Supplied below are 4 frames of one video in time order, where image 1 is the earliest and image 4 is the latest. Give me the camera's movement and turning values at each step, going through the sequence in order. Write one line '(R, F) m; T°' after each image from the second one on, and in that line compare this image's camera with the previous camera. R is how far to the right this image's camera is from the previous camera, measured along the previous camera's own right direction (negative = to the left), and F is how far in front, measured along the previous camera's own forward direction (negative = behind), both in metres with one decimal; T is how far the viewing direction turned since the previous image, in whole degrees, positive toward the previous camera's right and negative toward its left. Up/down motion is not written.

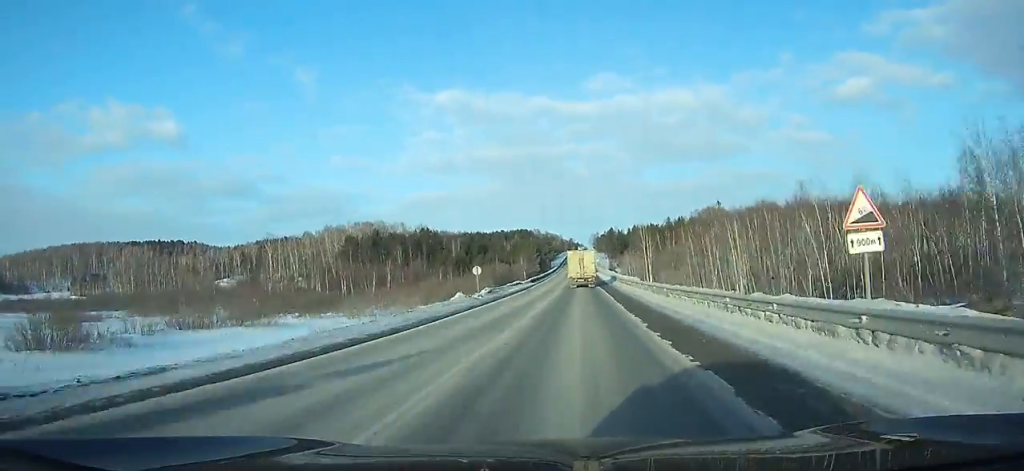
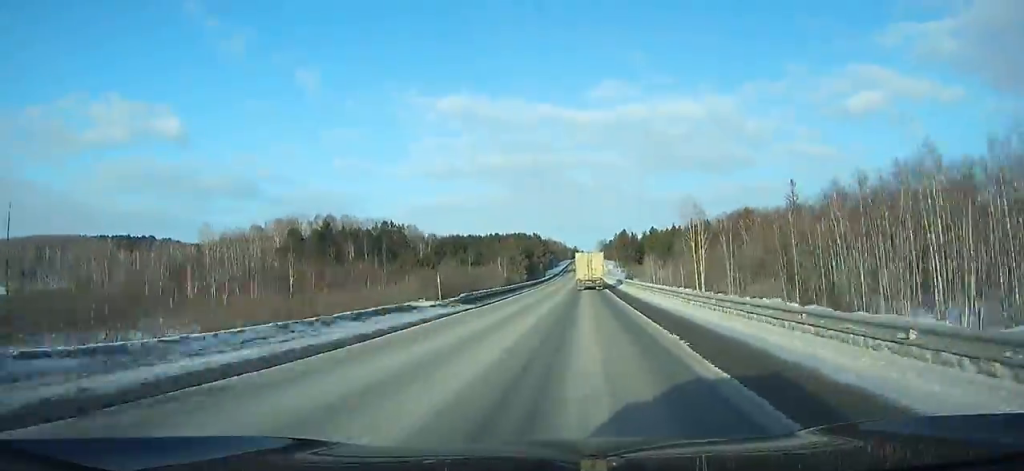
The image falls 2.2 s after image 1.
(+0.1, +51.9) m; 0°
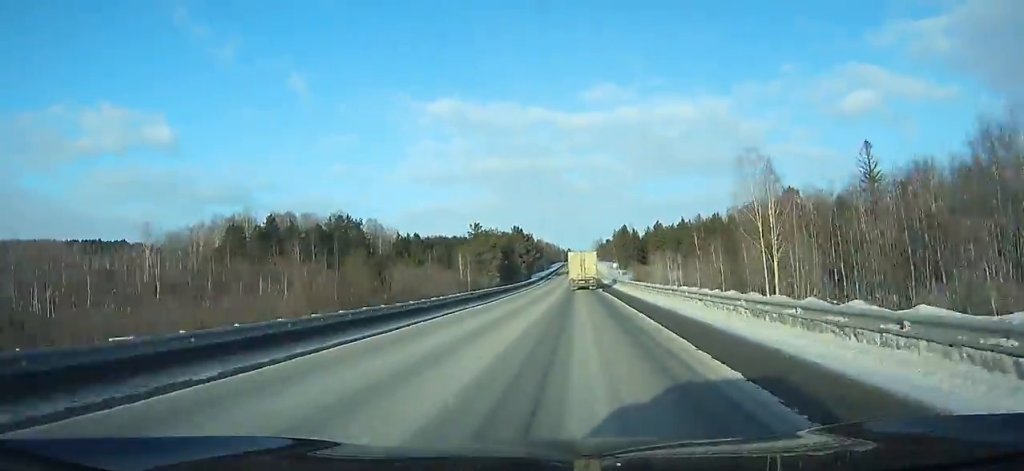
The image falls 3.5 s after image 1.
(+0.1, +31.0) m; 0°
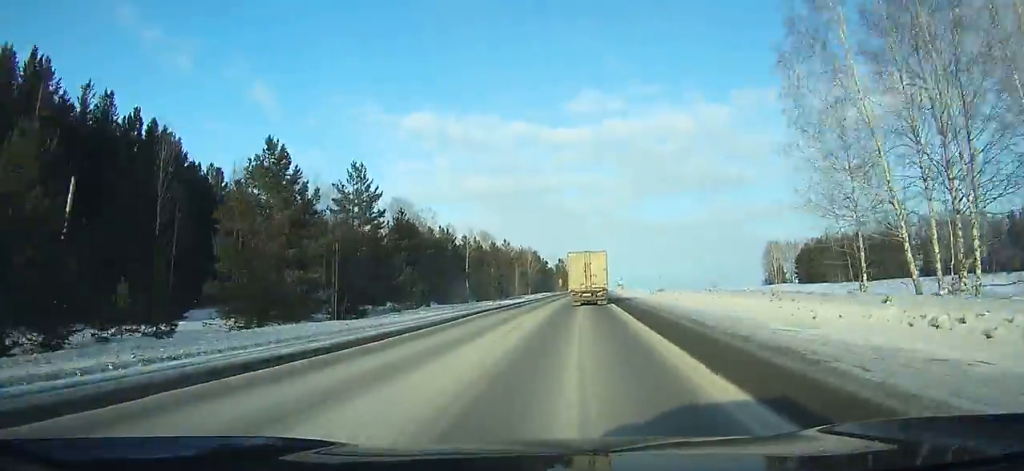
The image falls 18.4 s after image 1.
(+3.0, +337.3) m; +1°
